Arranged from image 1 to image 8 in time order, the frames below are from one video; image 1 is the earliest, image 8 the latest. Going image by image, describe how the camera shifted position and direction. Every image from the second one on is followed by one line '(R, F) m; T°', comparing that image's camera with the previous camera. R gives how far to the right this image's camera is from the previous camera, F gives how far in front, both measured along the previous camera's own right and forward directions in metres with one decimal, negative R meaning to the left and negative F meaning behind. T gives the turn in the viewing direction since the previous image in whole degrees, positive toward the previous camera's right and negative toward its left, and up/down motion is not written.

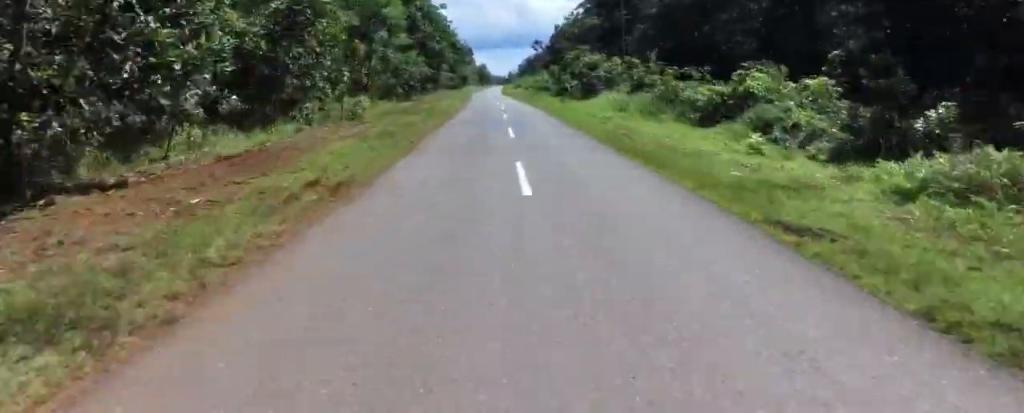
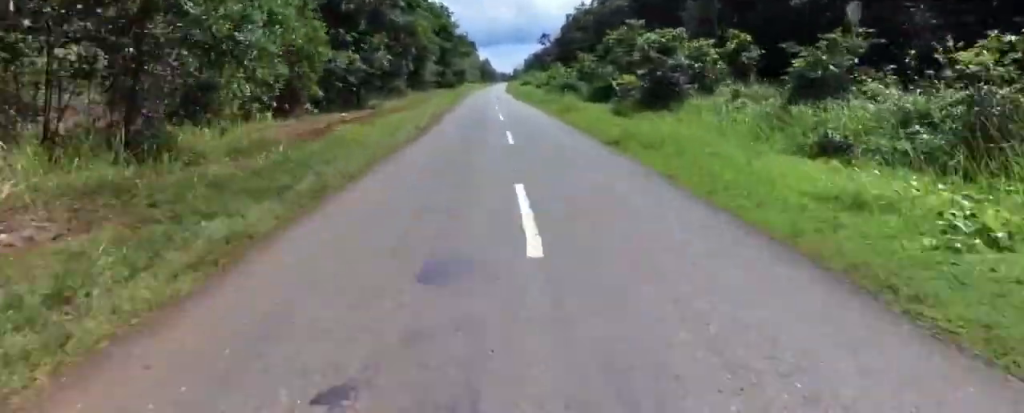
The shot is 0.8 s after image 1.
(-0.1, +18.7) m; -1°
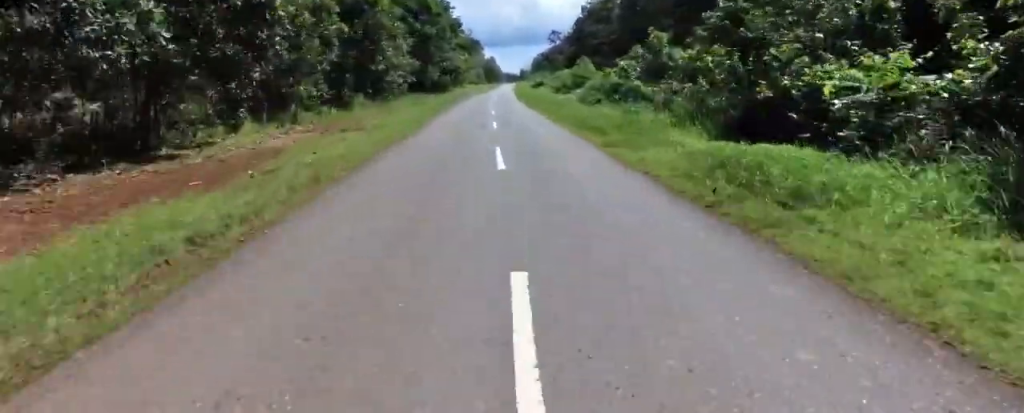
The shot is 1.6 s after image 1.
(-0.5, +19.5) m; +1°
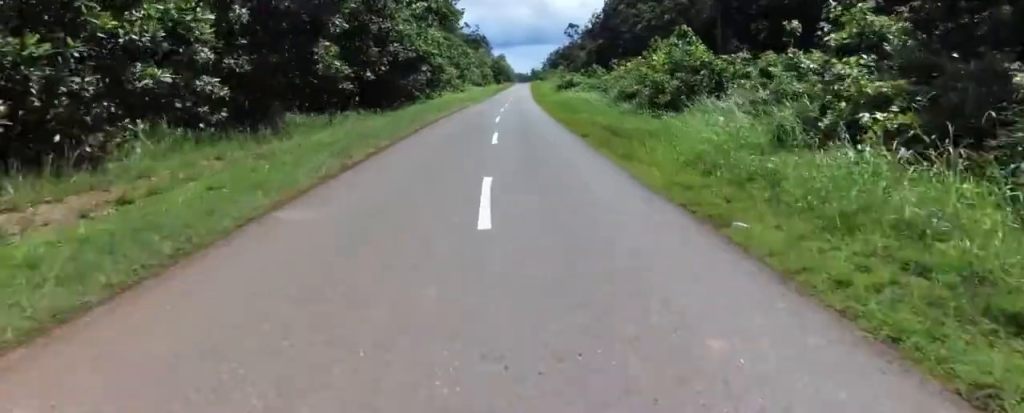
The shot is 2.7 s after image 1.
(+1.1, +28.6) m; +2°
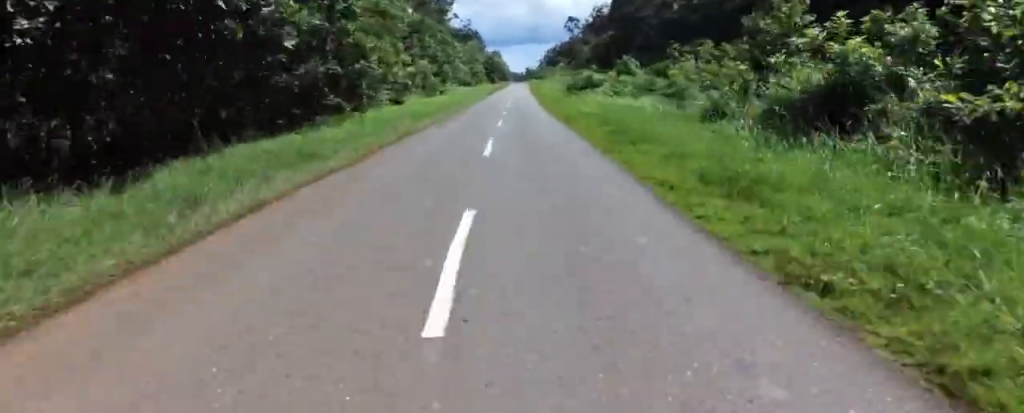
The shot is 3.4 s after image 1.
(0.0, +17.2) m; 0°
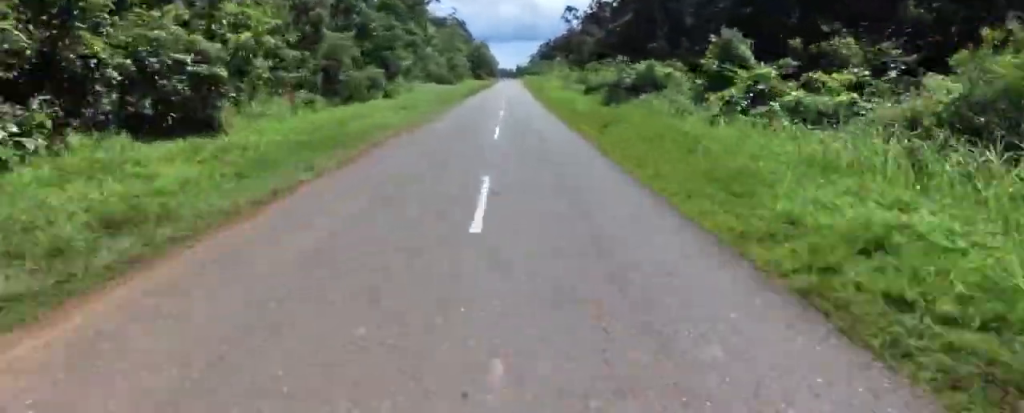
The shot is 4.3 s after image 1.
(-0.1, +22.5) m; -1°
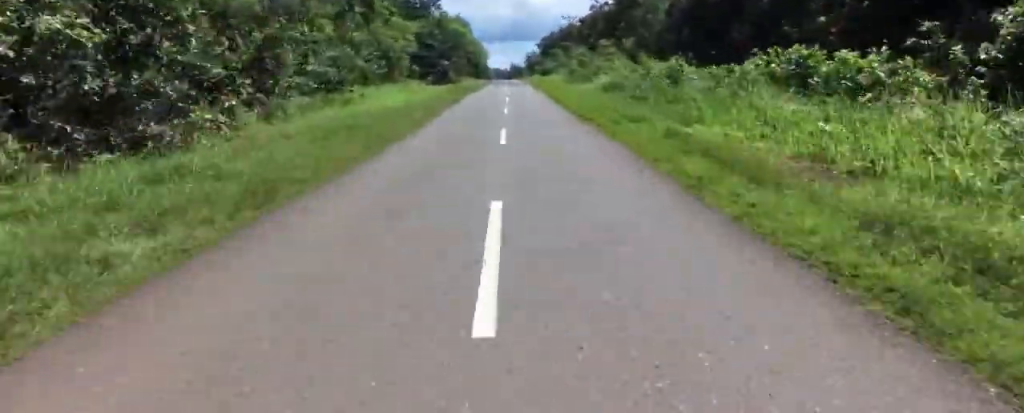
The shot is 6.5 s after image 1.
(-1.1, +58.4) m; -1°
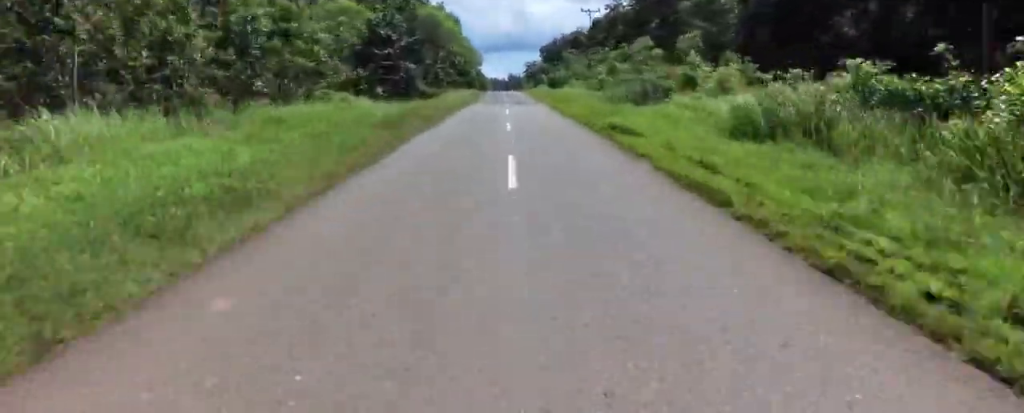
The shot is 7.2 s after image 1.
(0.0, +19.3) m; 0°
